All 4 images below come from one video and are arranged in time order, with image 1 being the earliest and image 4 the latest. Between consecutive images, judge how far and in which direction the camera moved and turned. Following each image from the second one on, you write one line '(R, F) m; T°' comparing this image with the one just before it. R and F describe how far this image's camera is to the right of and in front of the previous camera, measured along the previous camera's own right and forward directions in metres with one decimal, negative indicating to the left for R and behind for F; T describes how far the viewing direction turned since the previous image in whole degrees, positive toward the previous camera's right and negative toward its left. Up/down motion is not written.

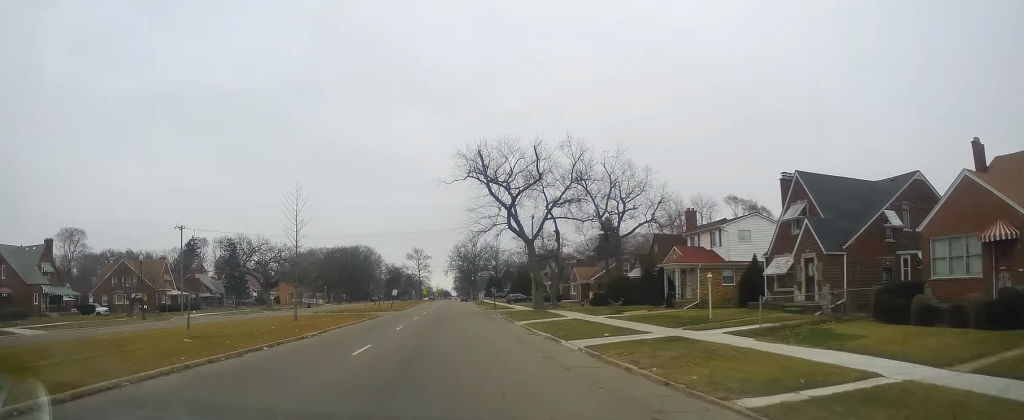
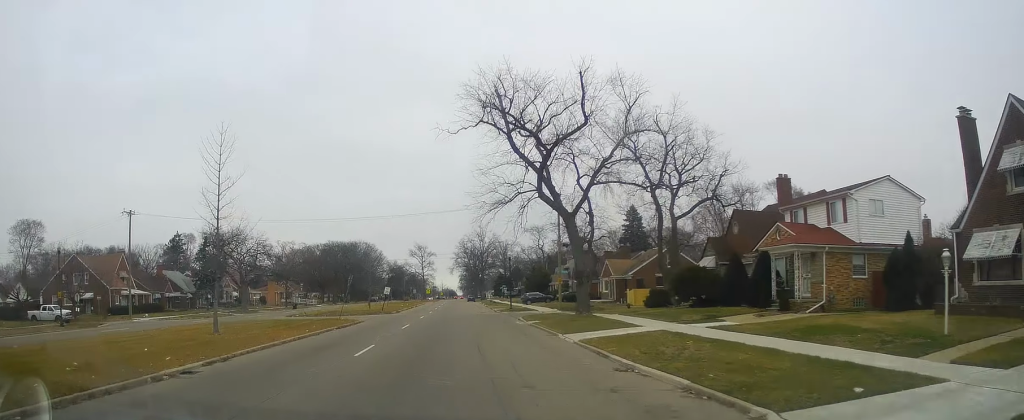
(+0.1, +16.1) m; 0°
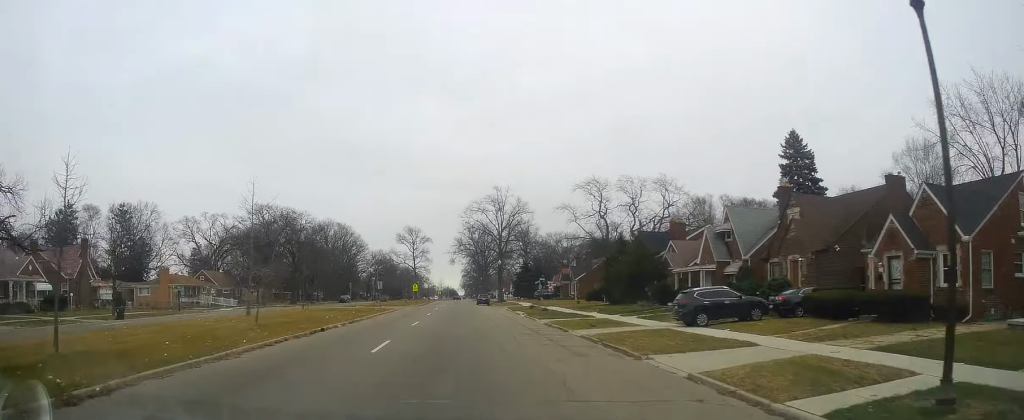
(-0.4, +61.7) m; 0°
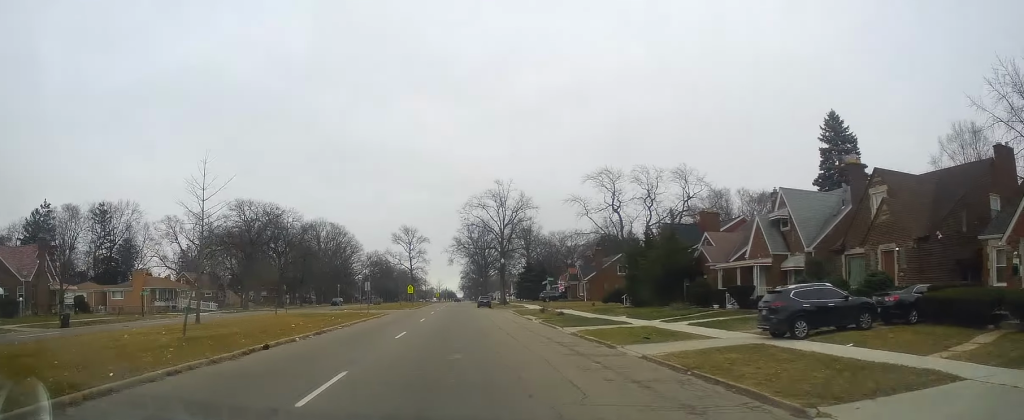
(-0.2, +8.5) m; 0°
